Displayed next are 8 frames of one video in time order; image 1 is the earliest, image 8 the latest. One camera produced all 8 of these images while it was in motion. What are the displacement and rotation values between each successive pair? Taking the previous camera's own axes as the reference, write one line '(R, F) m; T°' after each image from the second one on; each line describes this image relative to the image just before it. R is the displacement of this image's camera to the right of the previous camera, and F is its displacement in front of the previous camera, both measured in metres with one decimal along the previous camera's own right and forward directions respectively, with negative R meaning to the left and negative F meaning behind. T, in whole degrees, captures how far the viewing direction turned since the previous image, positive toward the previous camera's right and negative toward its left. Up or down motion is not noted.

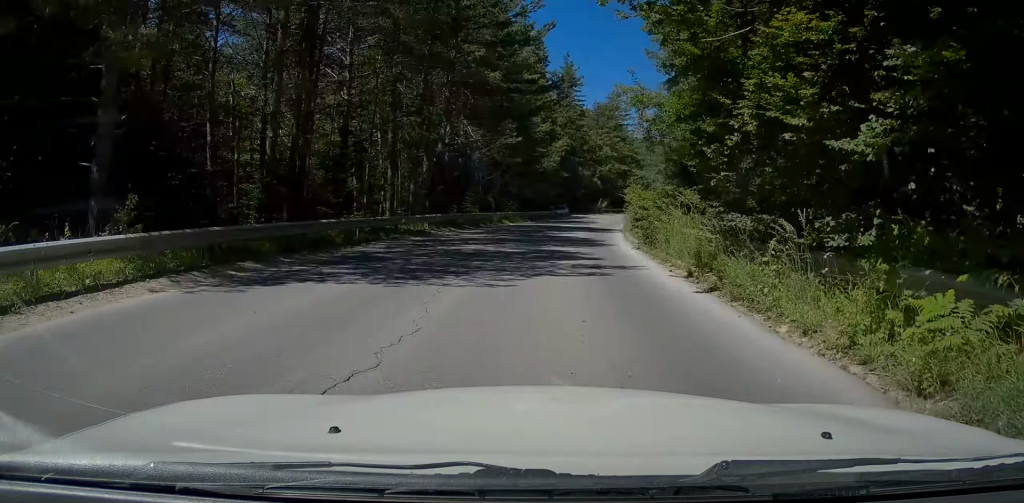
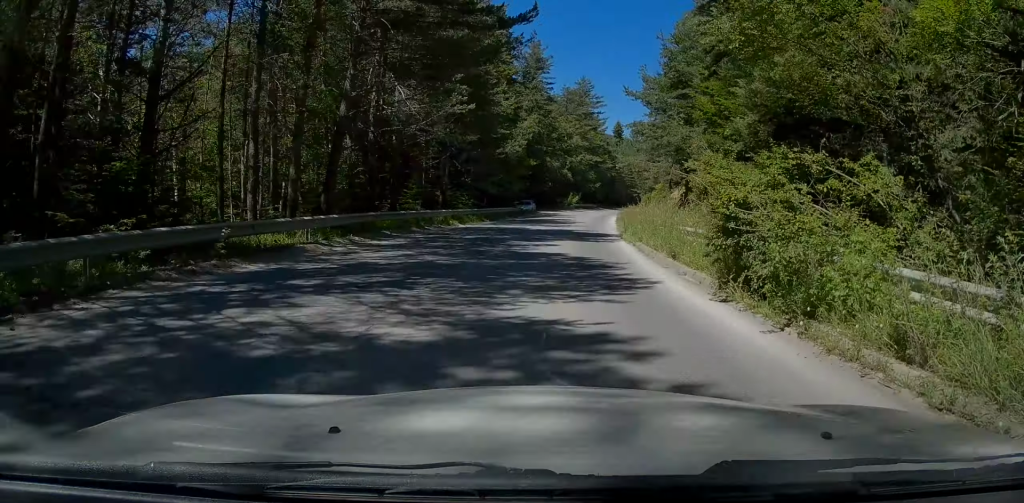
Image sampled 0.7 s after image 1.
(+0.5, +10.2) m; +5°
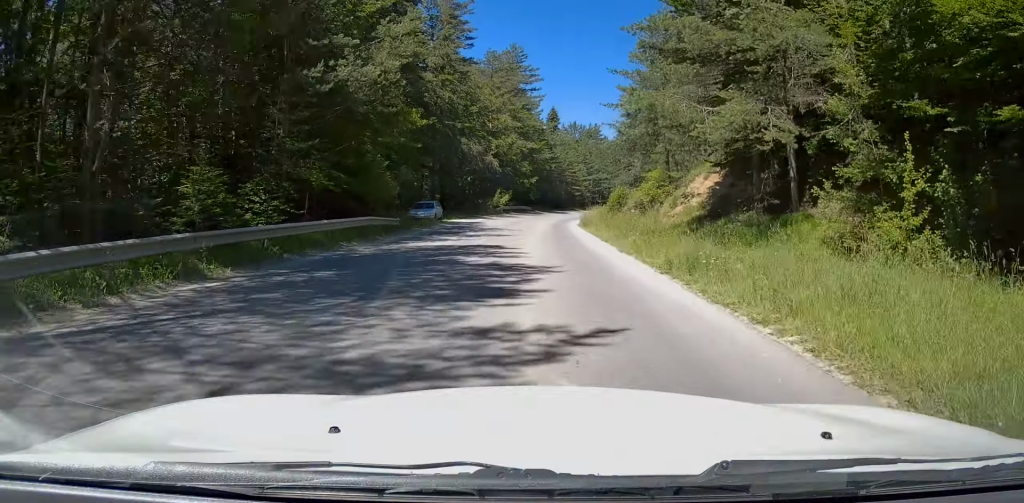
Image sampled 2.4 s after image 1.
(+2.0, +24.3) m; +6°
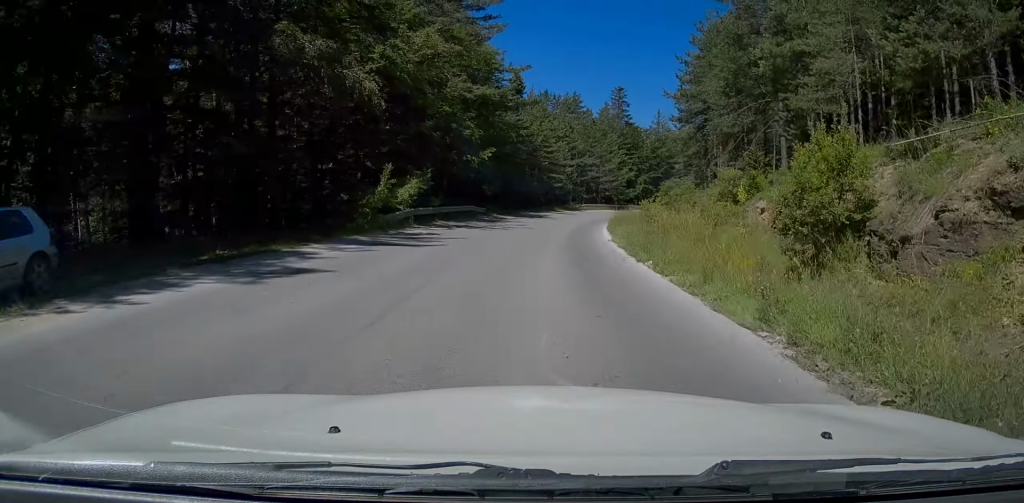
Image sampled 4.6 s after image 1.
(+1.2, +33.9) m; +5°
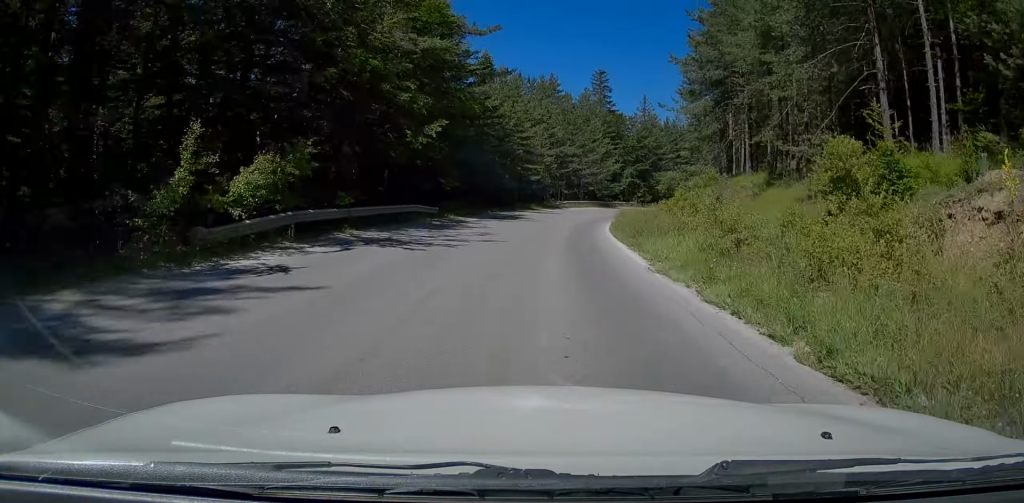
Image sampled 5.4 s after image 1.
(-0.1, +11.2) m; +4°
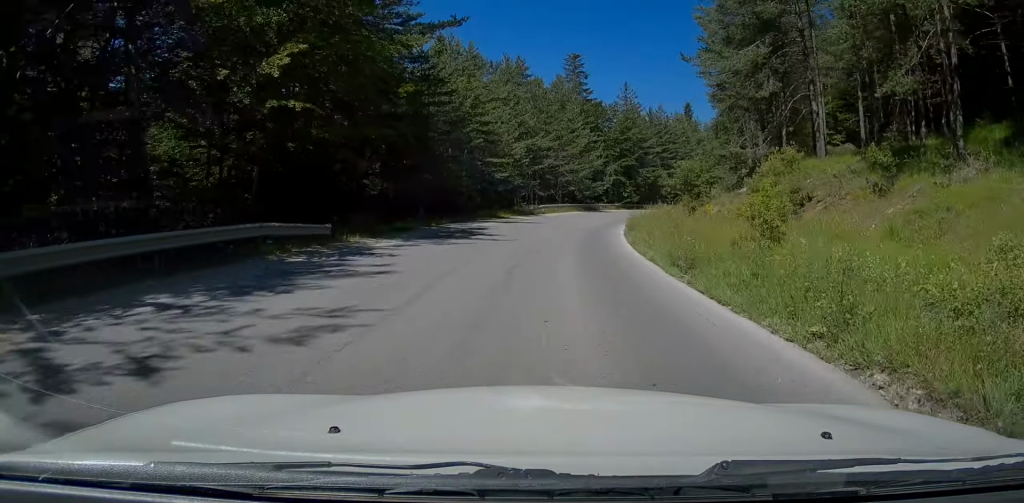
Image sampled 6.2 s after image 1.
(+1.1, +13.5) m; +4°
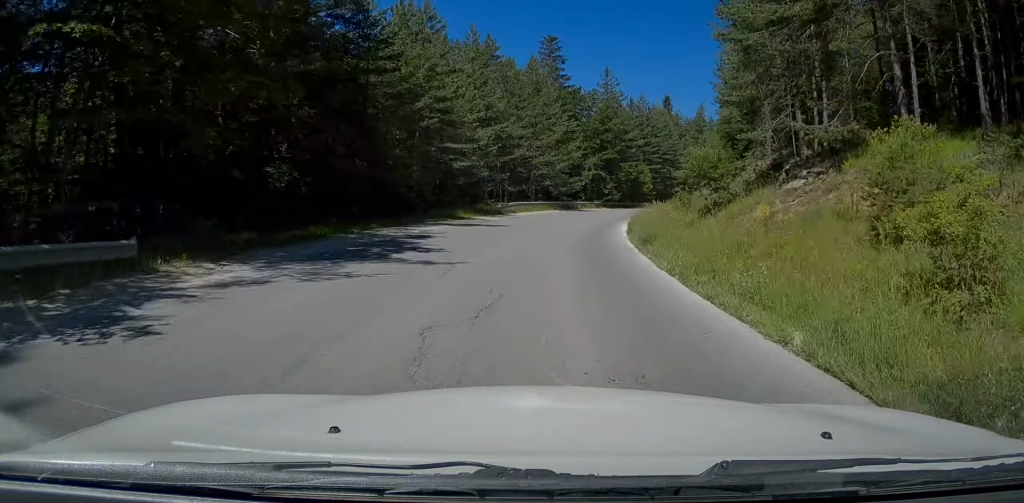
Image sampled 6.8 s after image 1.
(0.0, +8.2) m; +1°
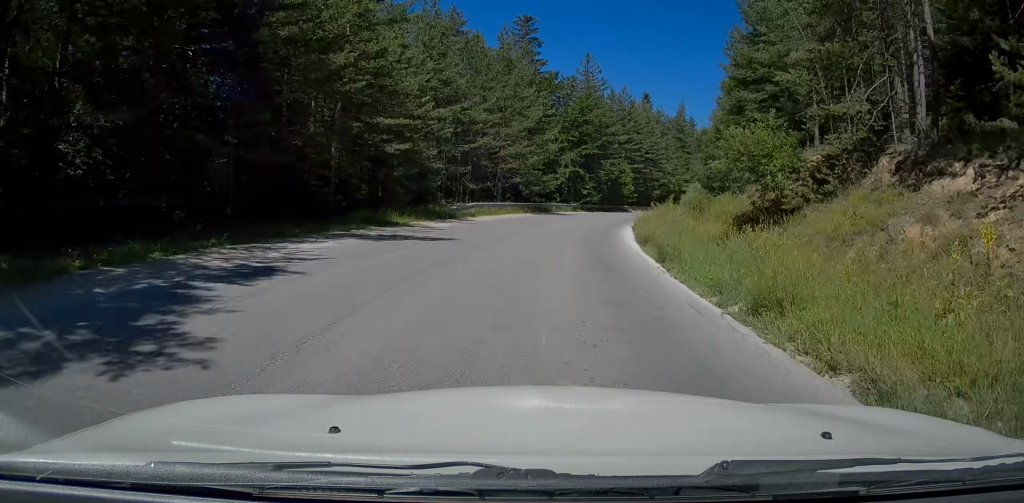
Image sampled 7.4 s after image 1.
(-0.1, +9.3) m; +1°
